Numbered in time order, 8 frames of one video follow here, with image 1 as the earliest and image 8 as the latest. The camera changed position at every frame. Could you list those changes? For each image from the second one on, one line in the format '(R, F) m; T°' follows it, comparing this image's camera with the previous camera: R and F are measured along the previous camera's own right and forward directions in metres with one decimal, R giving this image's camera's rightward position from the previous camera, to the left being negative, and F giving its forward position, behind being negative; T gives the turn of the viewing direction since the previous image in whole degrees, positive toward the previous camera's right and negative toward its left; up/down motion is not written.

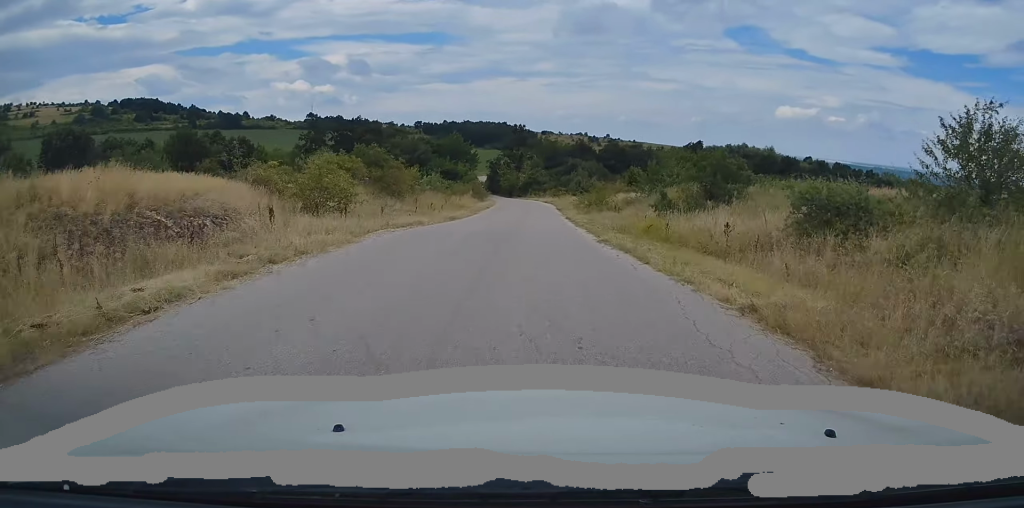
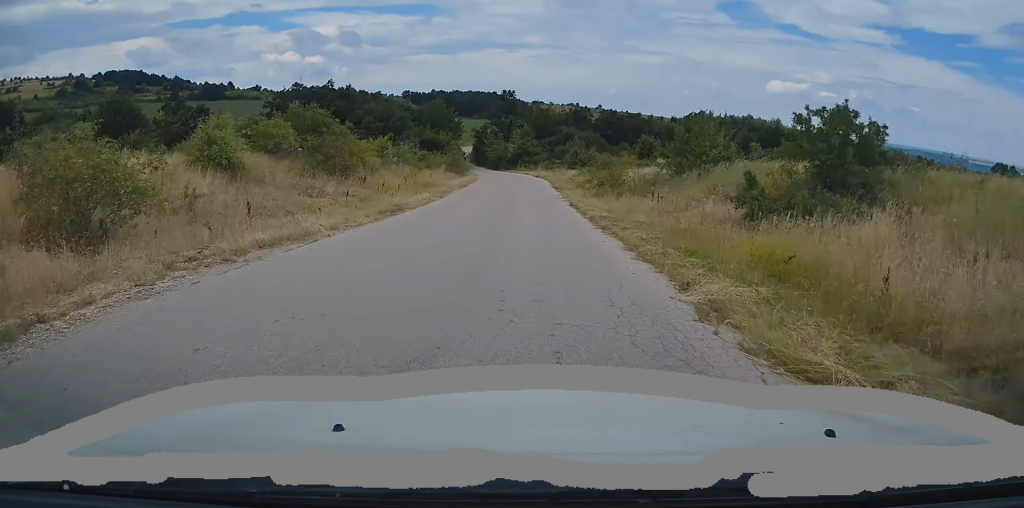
(+0.1, +10.5) m; +1°
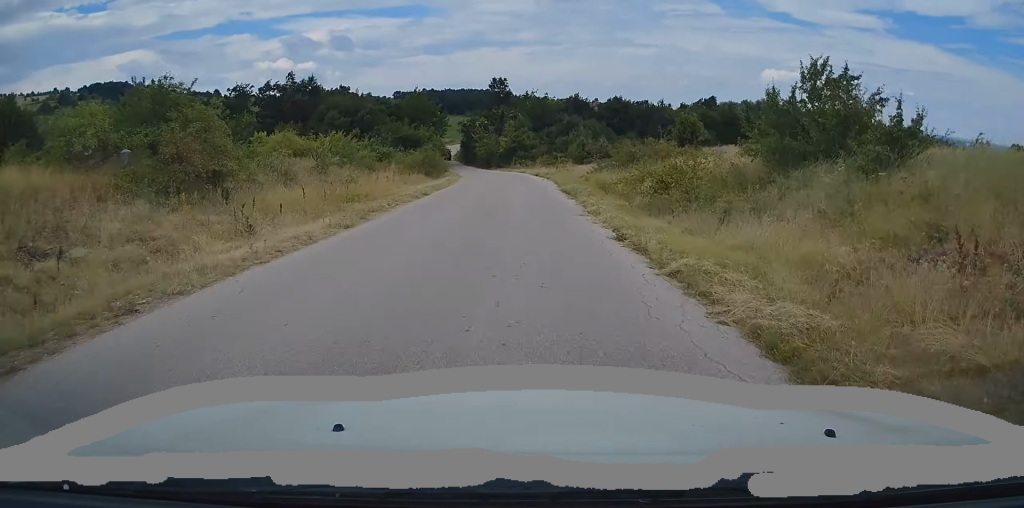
(+0.2, +13.3) m; +1°
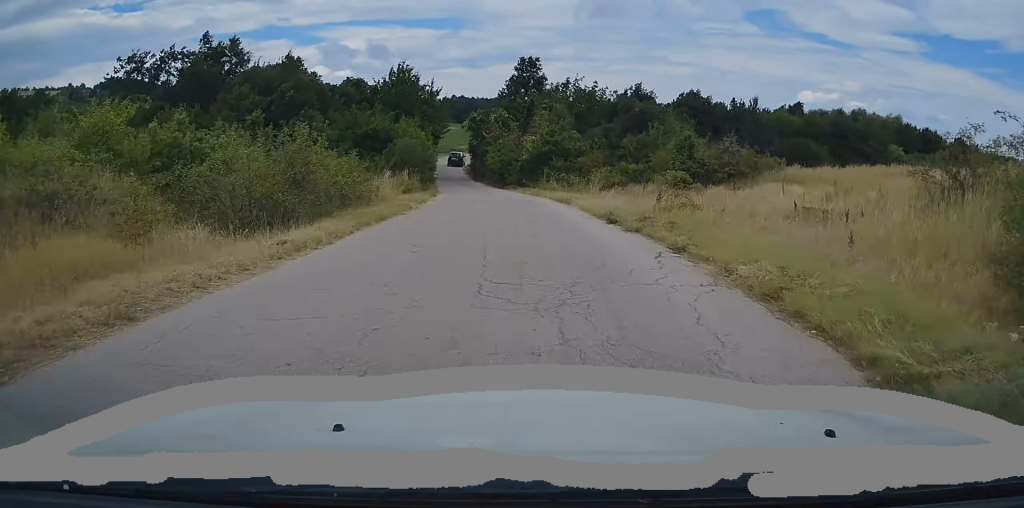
(-0.4, +28.7) m; -3°
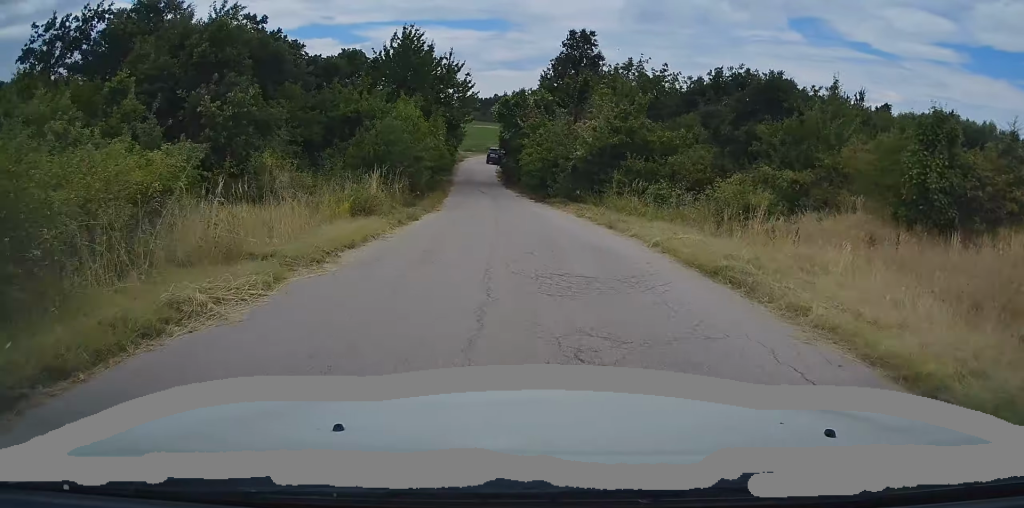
(-0.4, +15.3) m; -3°
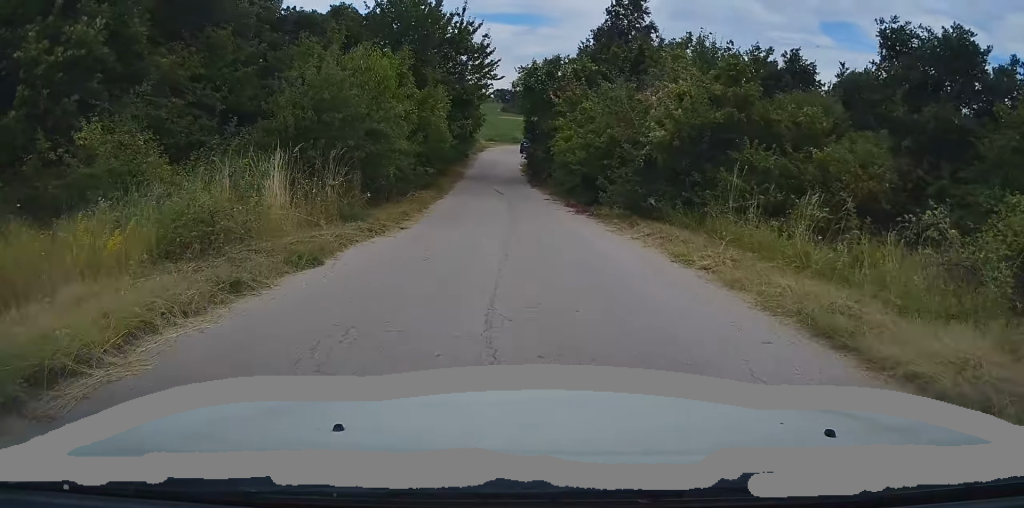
(-0.2, +10.3) m; -3°
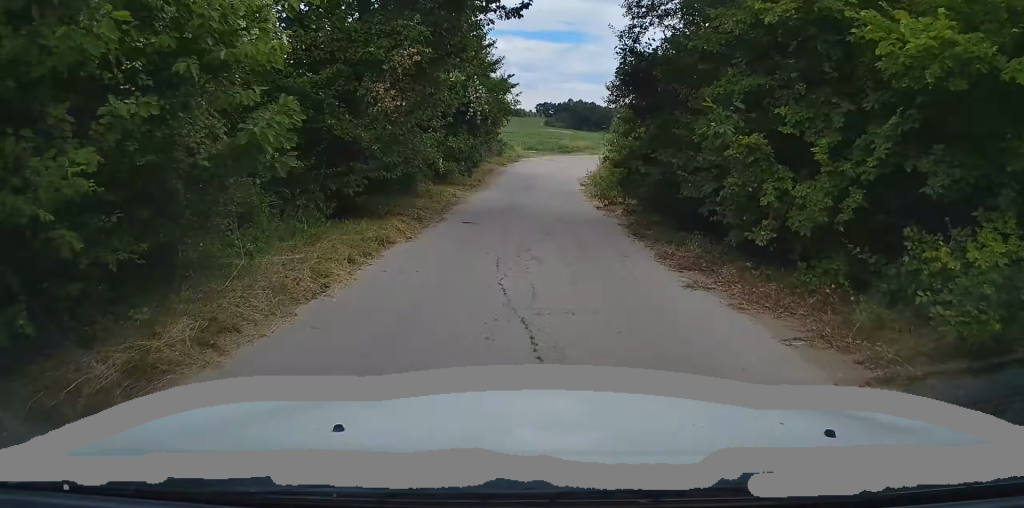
(-1.0, +21.6) m; -4°
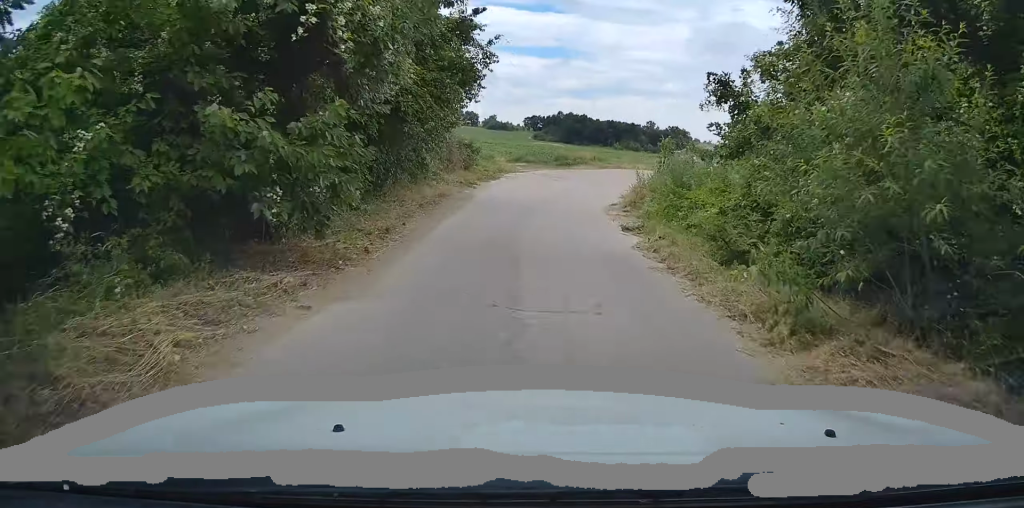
(-0.2, +14.7) m; +1°
